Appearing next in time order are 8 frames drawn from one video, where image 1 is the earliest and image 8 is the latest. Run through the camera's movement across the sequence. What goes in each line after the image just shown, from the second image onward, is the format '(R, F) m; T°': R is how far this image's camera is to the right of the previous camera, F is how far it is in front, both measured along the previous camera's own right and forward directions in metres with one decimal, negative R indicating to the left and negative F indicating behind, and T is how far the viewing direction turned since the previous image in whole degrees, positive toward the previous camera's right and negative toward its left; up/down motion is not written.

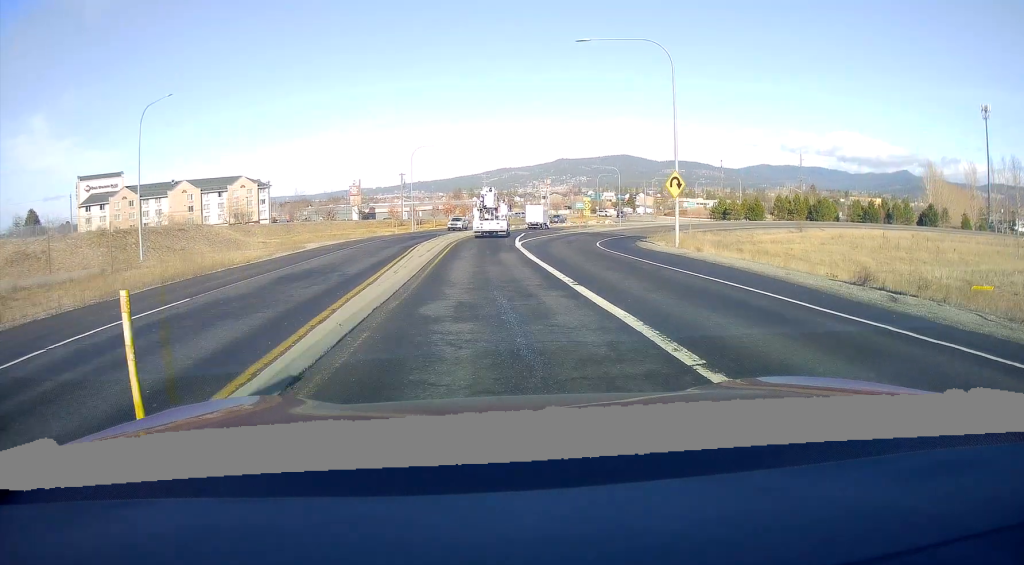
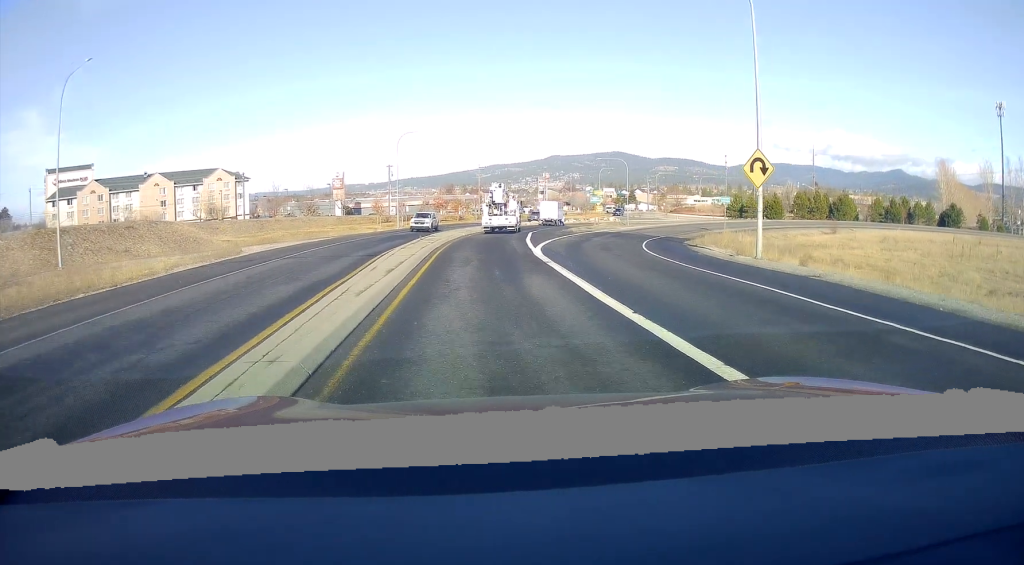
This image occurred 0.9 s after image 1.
(-0.4, +11.4) m; +2°
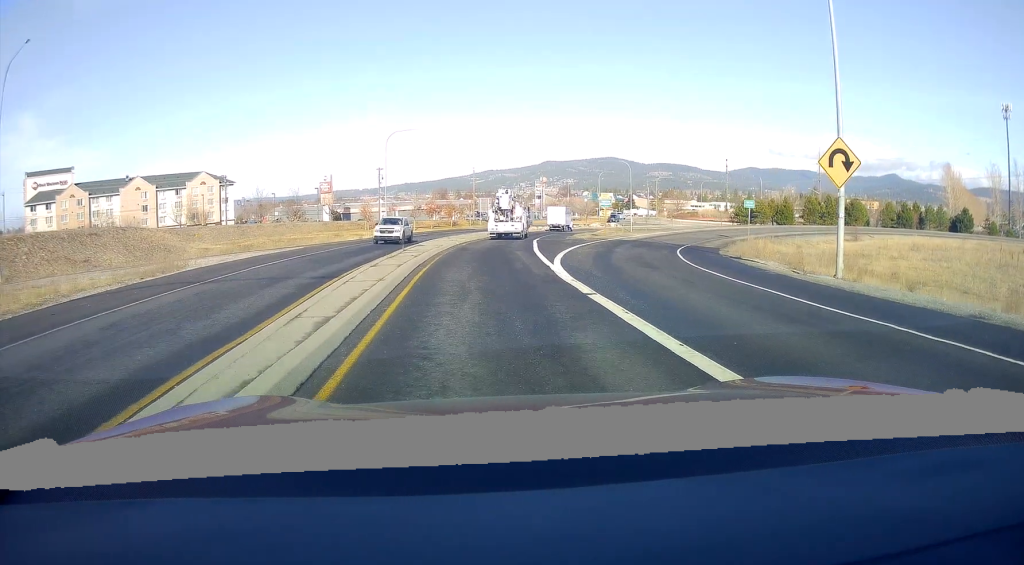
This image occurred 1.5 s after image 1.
(+0.4, +6.7) m; +2°
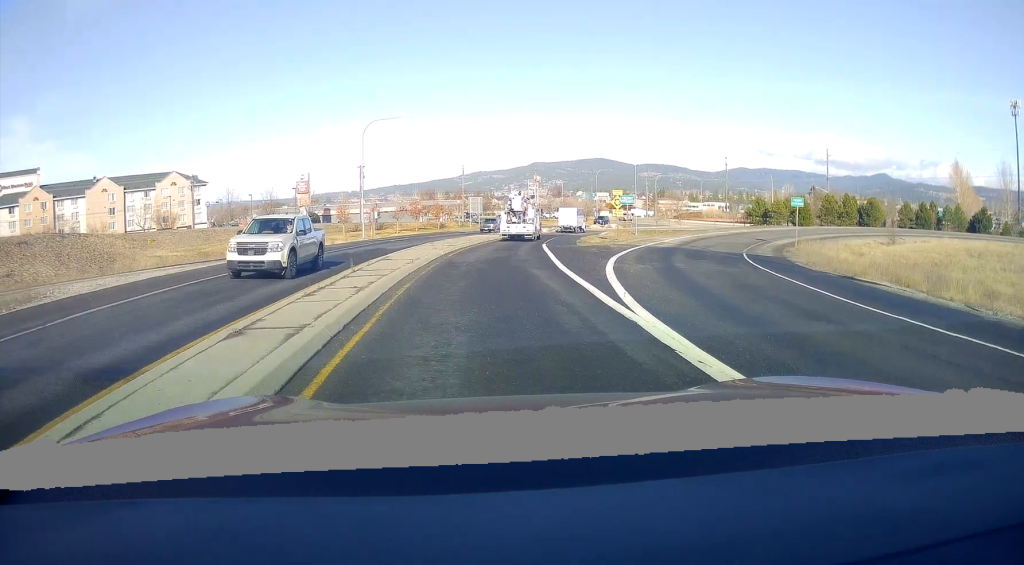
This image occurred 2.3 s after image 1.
(+0.3, +10.2) m; +1°
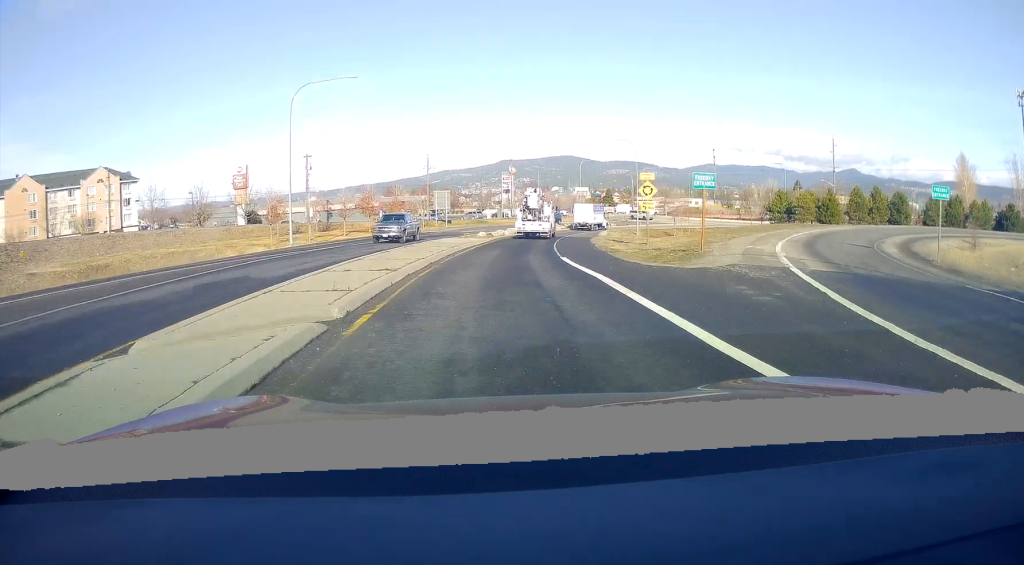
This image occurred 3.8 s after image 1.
(-0.5, +18.5) m; +1°
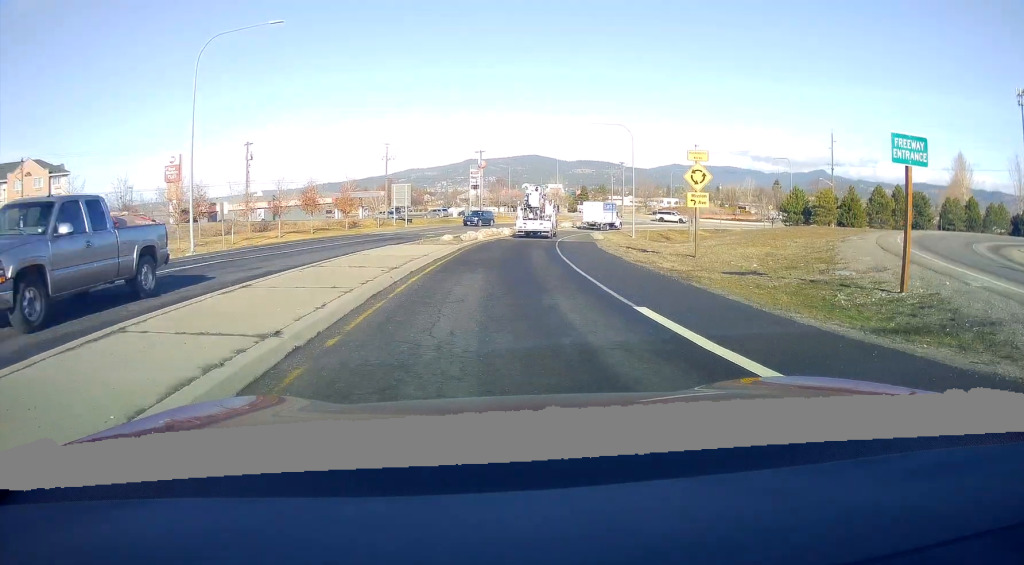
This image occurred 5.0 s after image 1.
(+0.9, +13.8) m; +4°
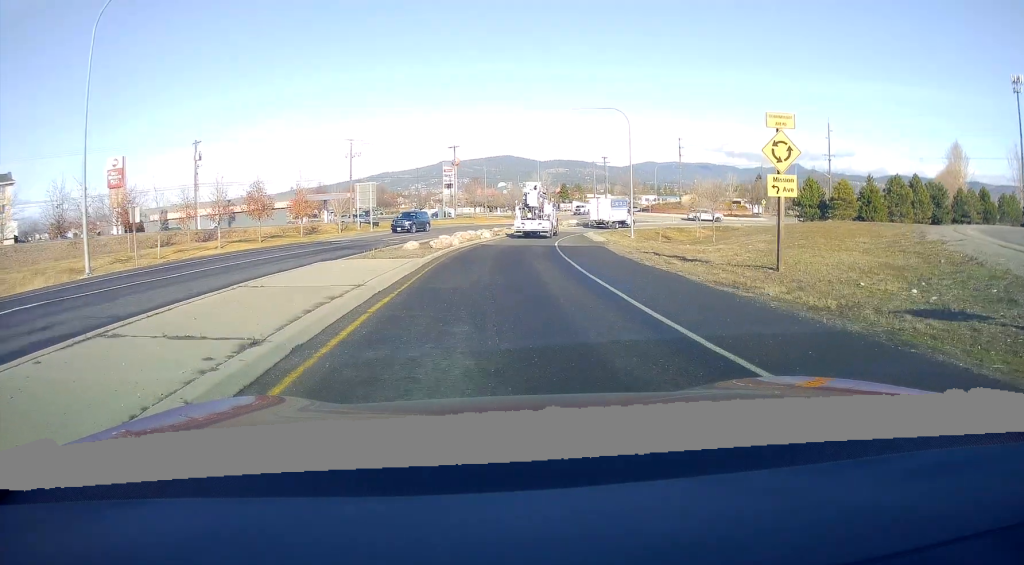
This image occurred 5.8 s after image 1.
(0.0, +9.3) m; -1°
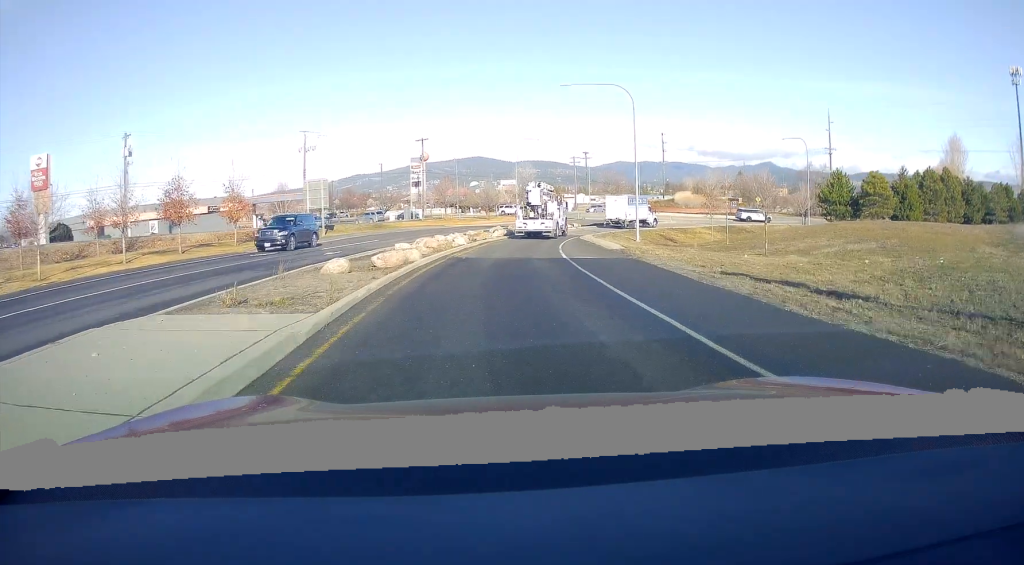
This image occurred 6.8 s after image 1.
(-0.1, +11.2) m; +4°
